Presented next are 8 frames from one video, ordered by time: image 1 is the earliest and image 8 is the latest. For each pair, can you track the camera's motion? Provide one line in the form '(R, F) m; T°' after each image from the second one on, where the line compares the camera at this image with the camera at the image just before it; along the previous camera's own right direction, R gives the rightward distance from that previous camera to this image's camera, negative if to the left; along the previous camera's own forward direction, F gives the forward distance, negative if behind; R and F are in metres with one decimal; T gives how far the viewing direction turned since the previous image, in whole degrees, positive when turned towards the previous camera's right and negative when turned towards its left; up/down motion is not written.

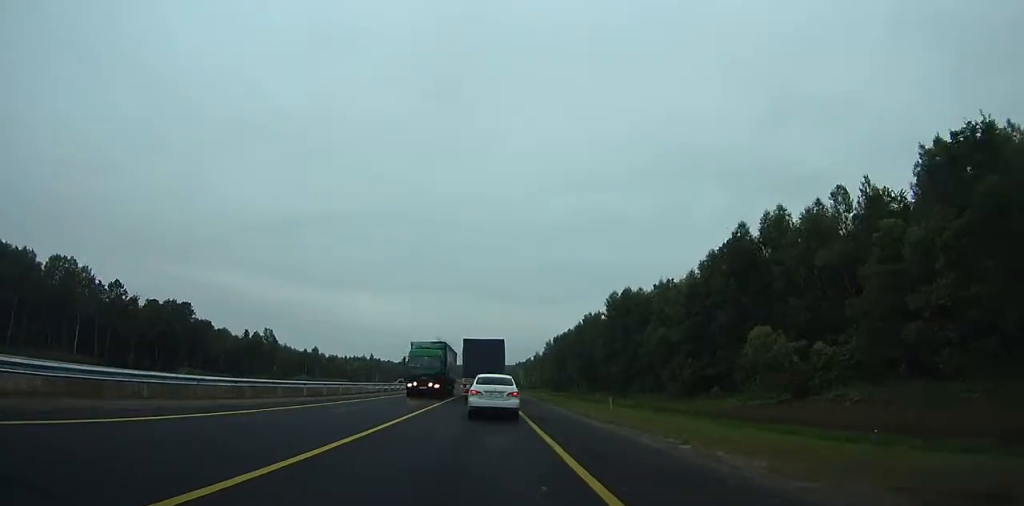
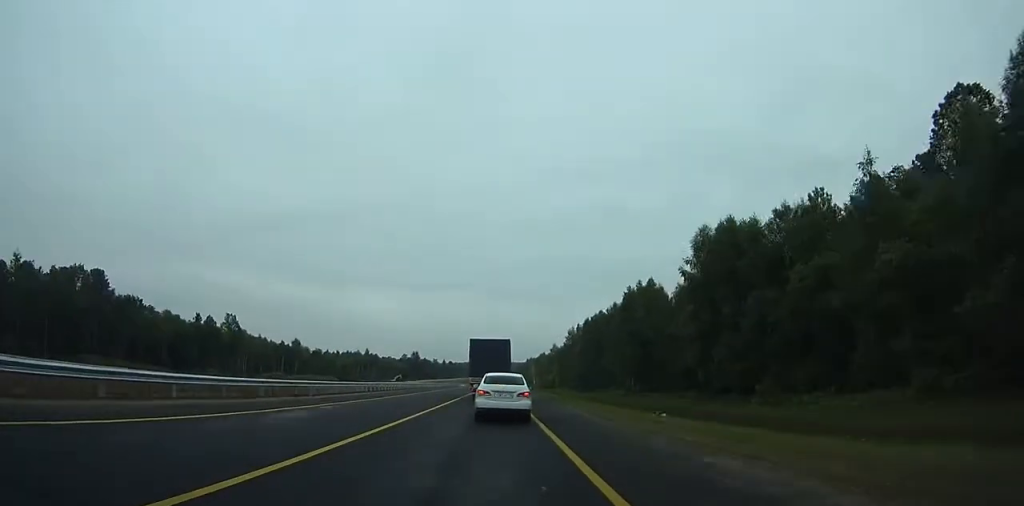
(-0.3, +48.9) m; -1°
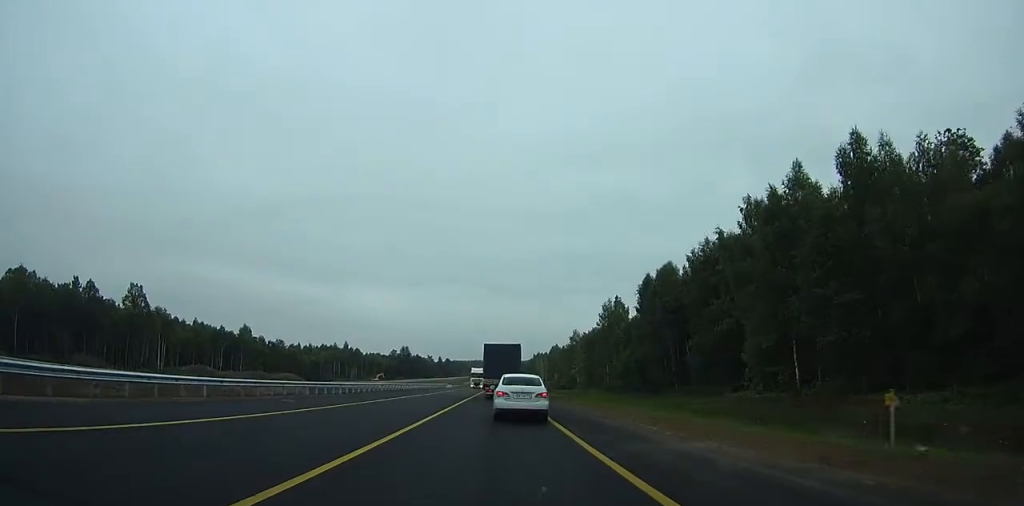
(+0.4, +66.1) m; +2°
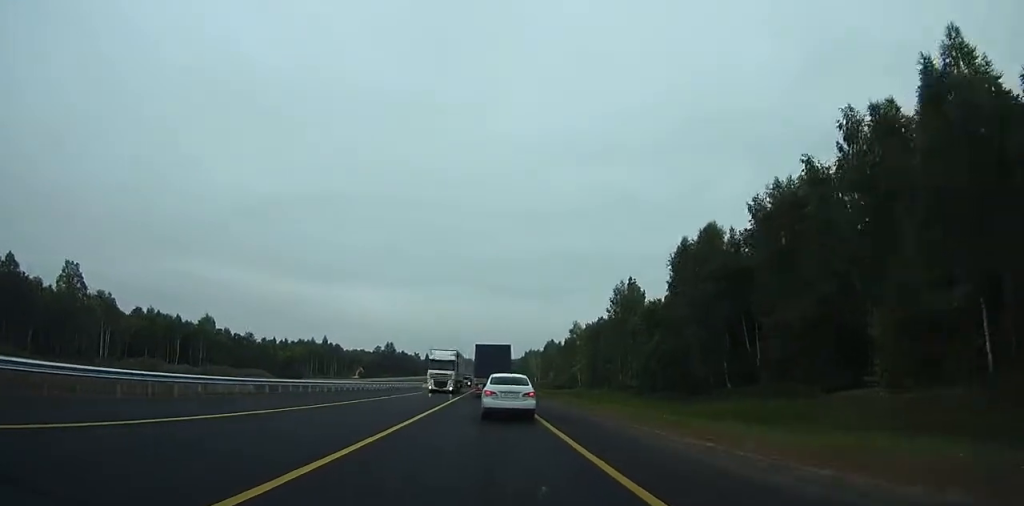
(+1.1, +25.6) m; -1°
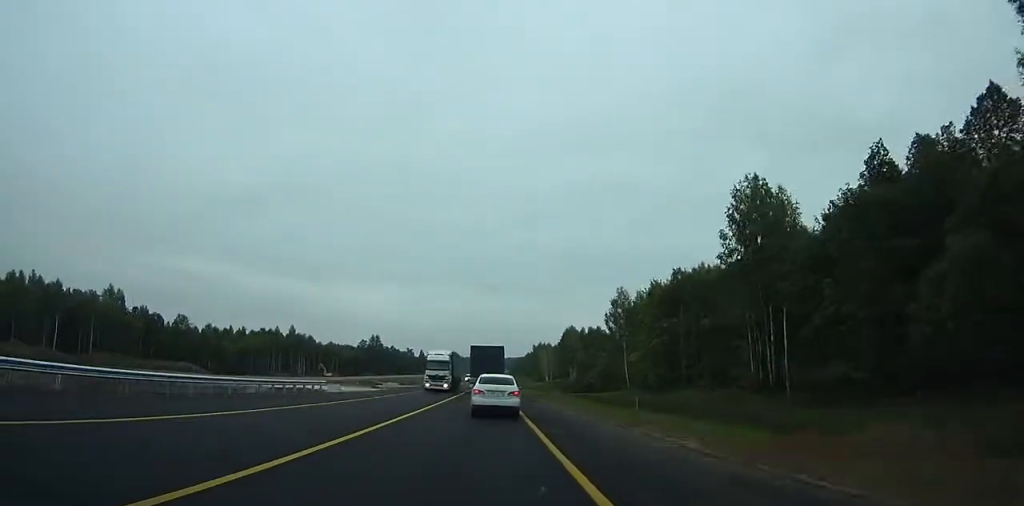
(-2.6, +60.4) m; -2°
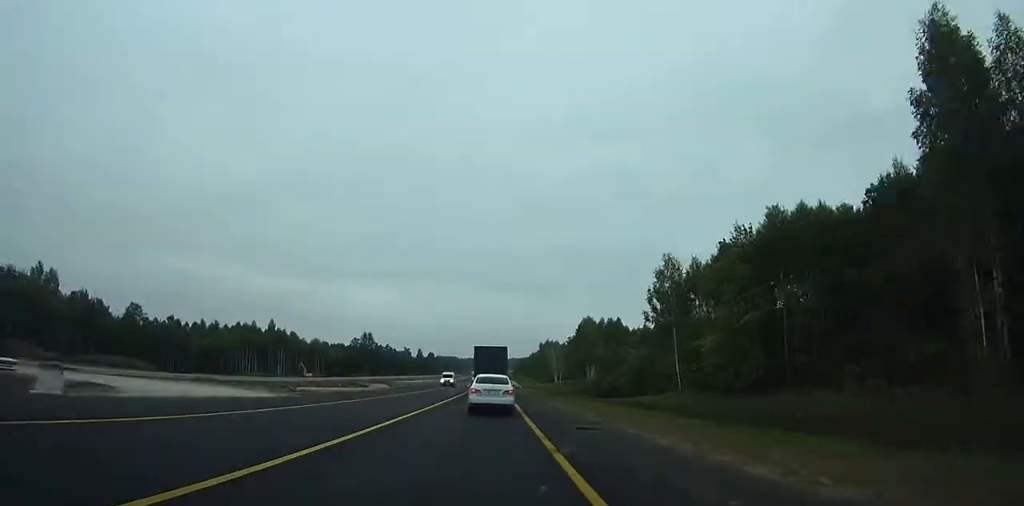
(+0.8, +30.3) m; +1°
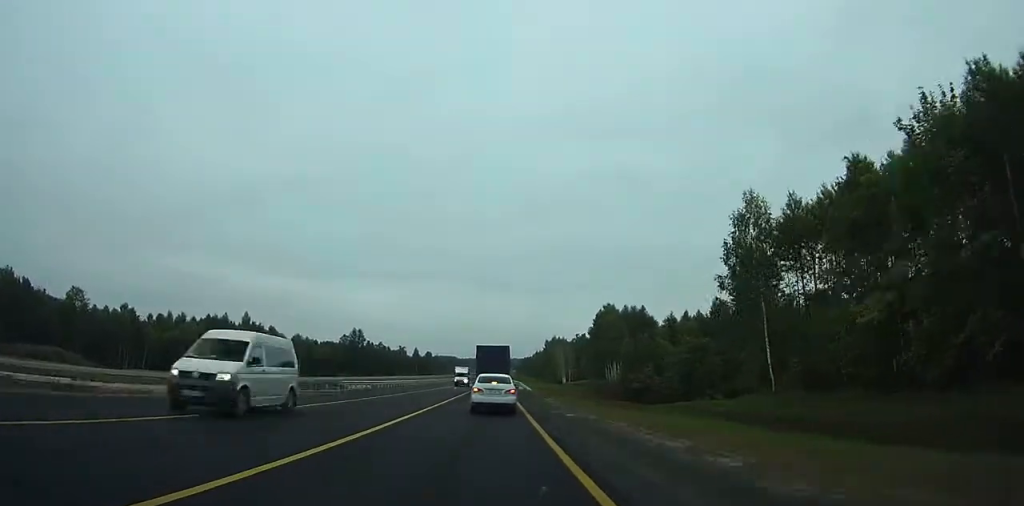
(+0.2, +27.3) m; 0°
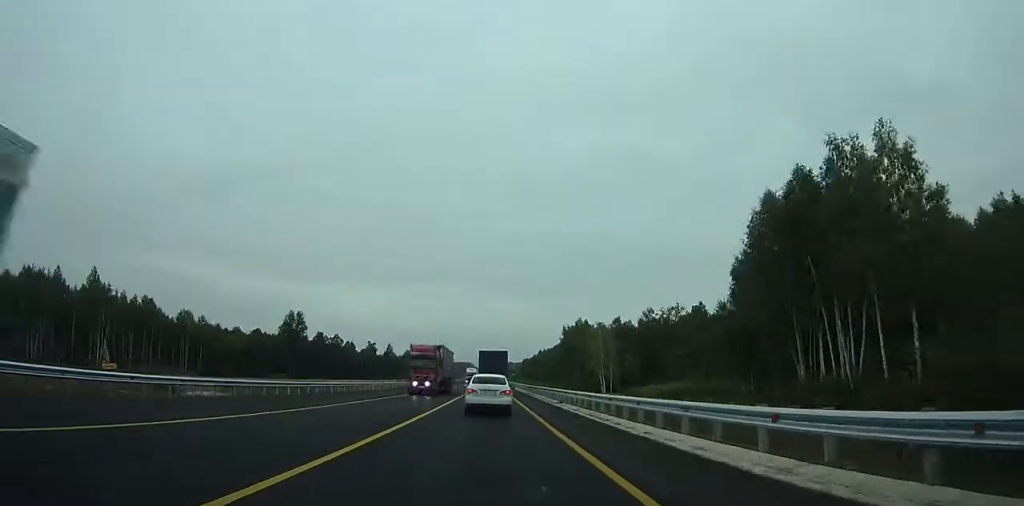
(+0.6, +94.9) m; +1°
